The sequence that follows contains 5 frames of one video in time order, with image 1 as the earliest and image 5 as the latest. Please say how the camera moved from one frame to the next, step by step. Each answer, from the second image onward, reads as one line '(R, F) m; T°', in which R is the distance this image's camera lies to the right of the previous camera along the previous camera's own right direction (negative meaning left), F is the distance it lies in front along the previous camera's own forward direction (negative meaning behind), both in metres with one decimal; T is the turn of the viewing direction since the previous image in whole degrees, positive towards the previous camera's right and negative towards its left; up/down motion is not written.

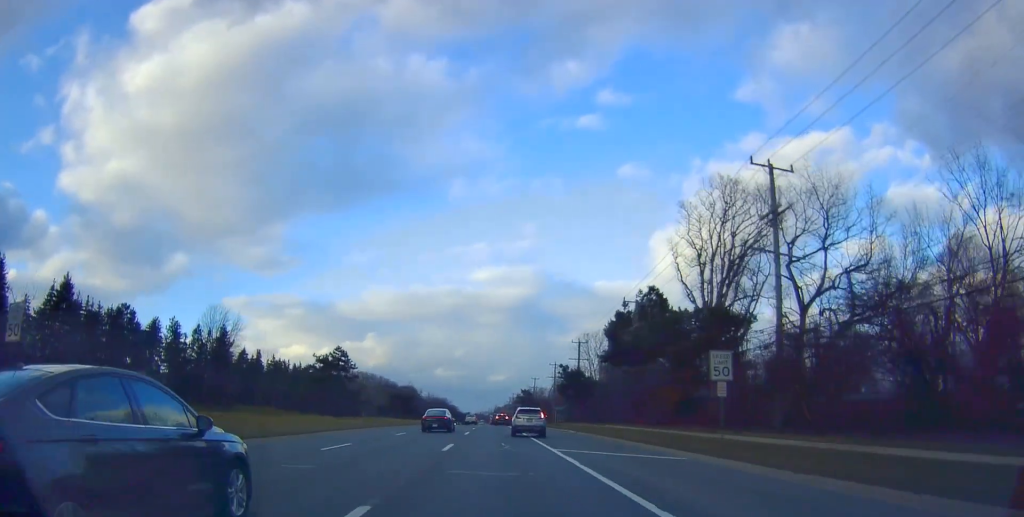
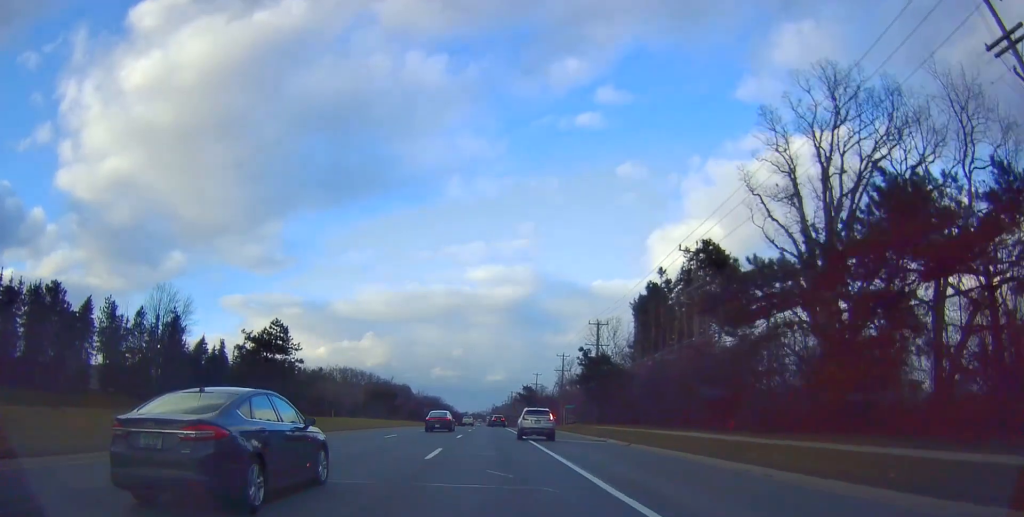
(+0.7, +18.3) m; +2°
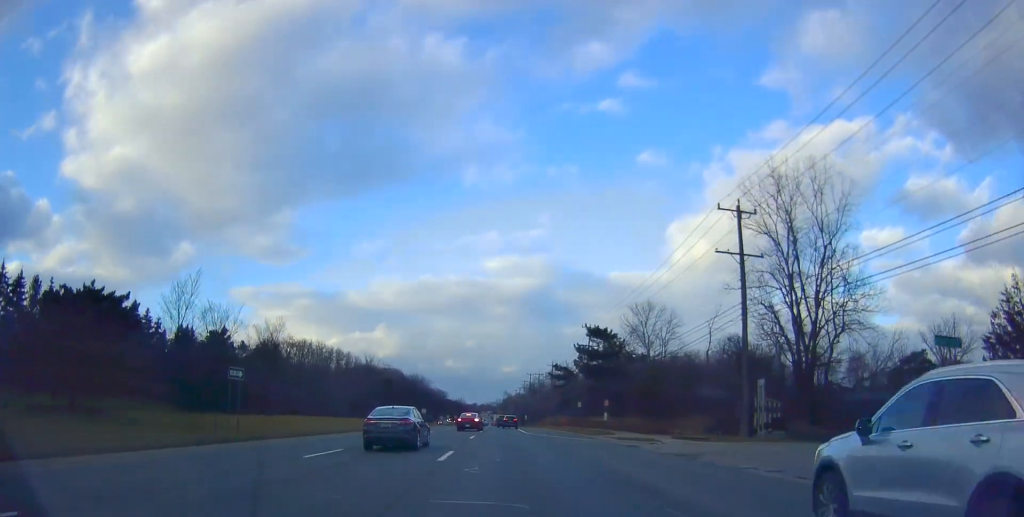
(-1.4, +75.7) m; -1°
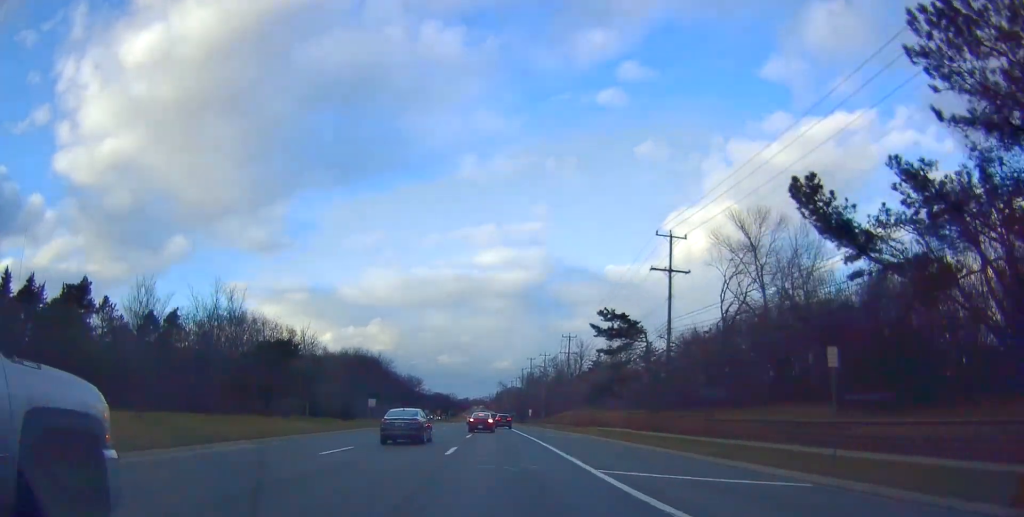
(+0.2, +42.9) m; 0°
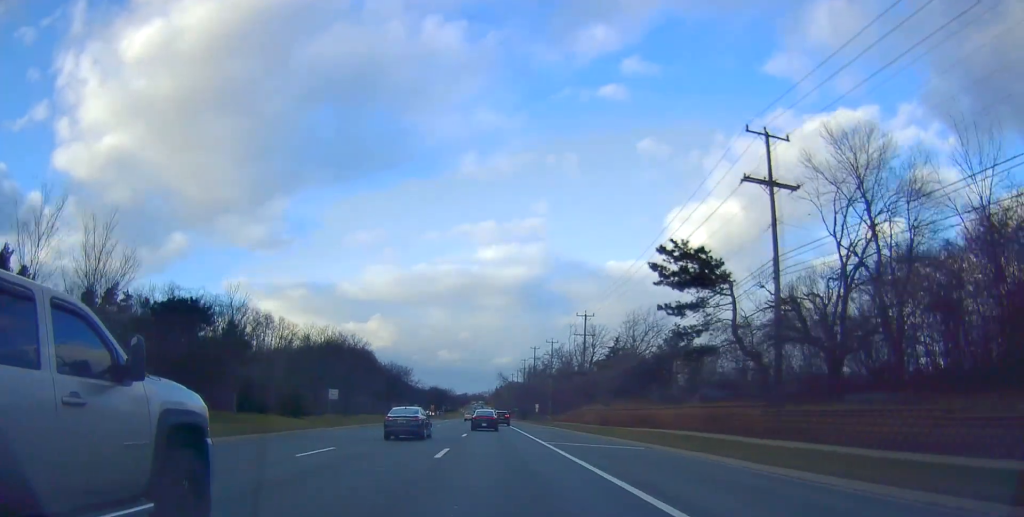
(0.0, +17.6) m; 0°
